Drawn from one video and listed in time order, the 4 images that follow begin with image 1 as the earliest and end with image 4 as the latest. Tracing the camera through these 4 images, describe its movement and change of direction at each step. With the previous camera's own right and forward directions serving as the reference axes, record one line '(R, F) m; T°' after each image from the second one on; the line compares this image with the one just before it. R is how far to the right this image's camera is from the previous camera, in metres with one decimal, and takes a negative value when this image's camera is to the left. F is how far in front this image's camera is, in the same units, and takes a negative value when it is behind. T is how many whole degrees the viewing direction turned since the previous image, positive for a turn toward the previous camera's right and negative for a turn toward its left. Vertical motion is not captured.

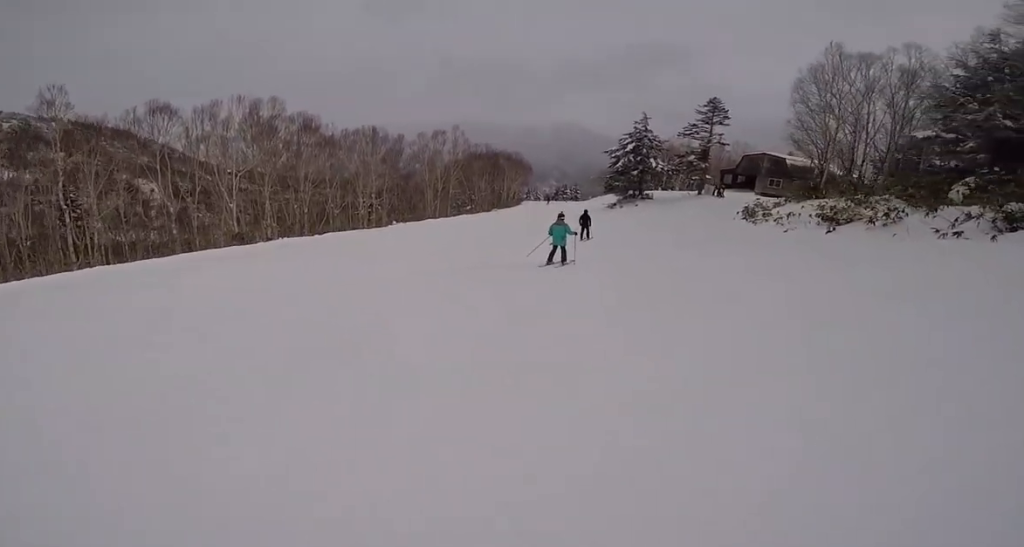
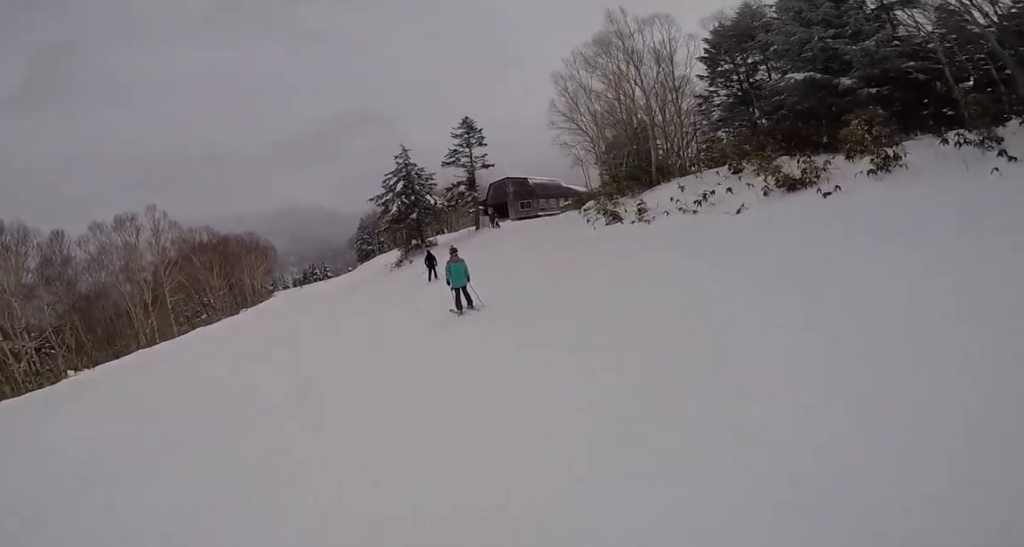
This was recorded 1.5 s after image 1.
(+1.7, +10.7) m; +21°
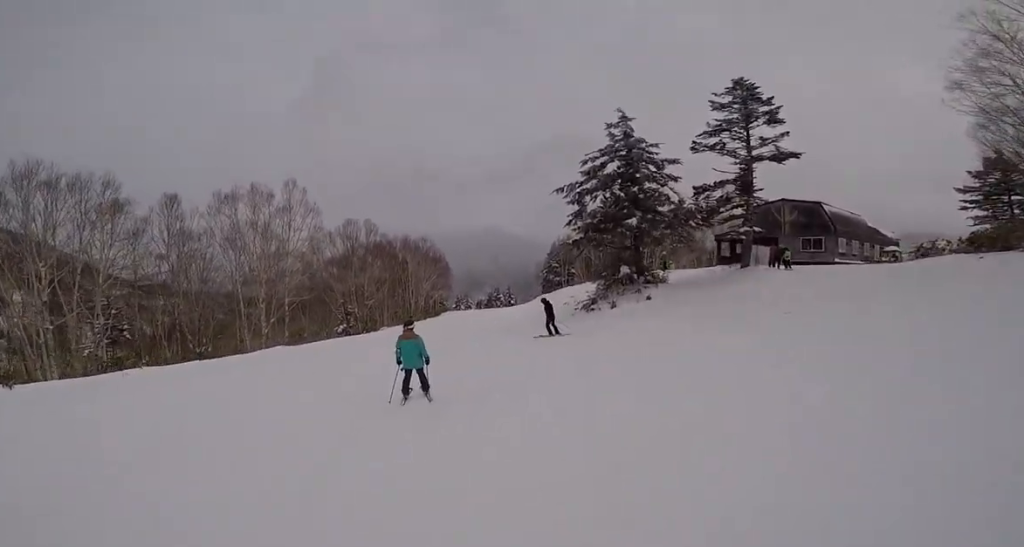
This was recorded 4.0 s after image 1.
(-1.7, +15.7) m; -12°
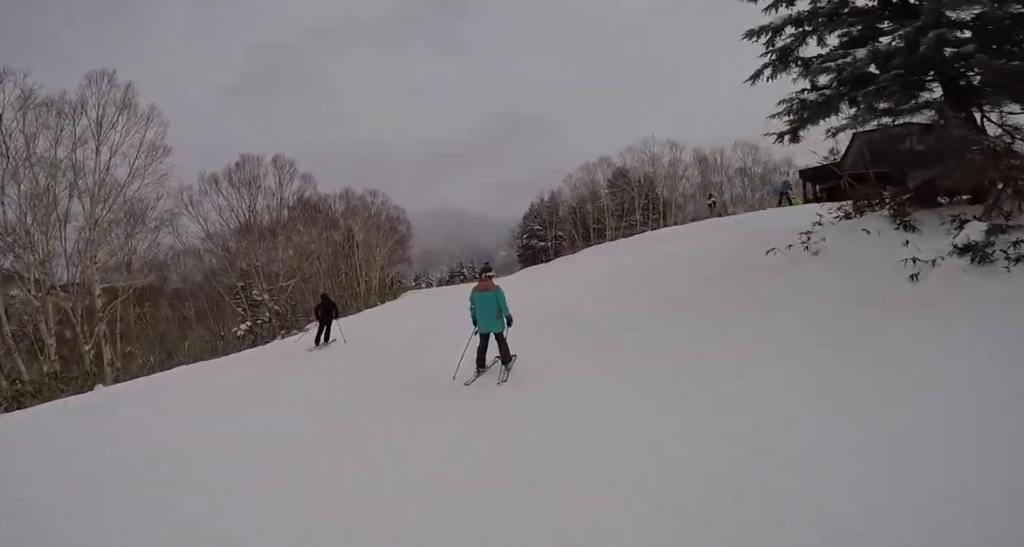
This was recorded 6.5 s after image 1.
(-2.0, +16.1) m; -13°
